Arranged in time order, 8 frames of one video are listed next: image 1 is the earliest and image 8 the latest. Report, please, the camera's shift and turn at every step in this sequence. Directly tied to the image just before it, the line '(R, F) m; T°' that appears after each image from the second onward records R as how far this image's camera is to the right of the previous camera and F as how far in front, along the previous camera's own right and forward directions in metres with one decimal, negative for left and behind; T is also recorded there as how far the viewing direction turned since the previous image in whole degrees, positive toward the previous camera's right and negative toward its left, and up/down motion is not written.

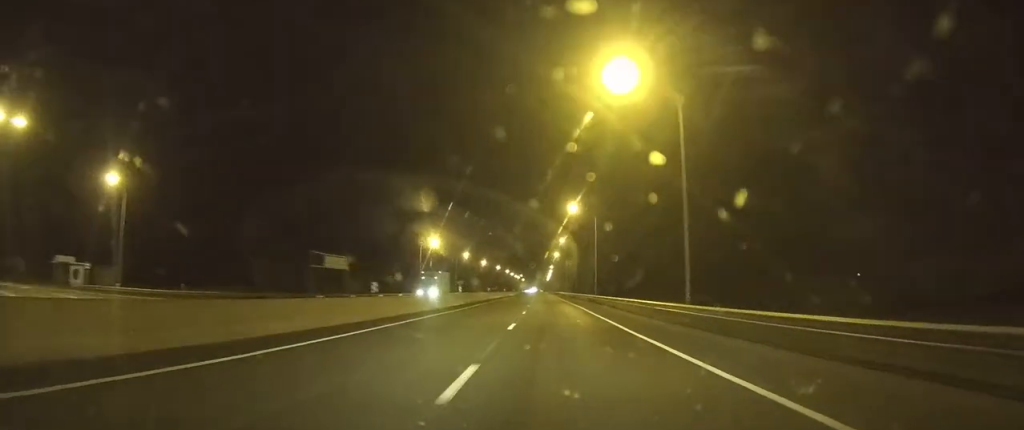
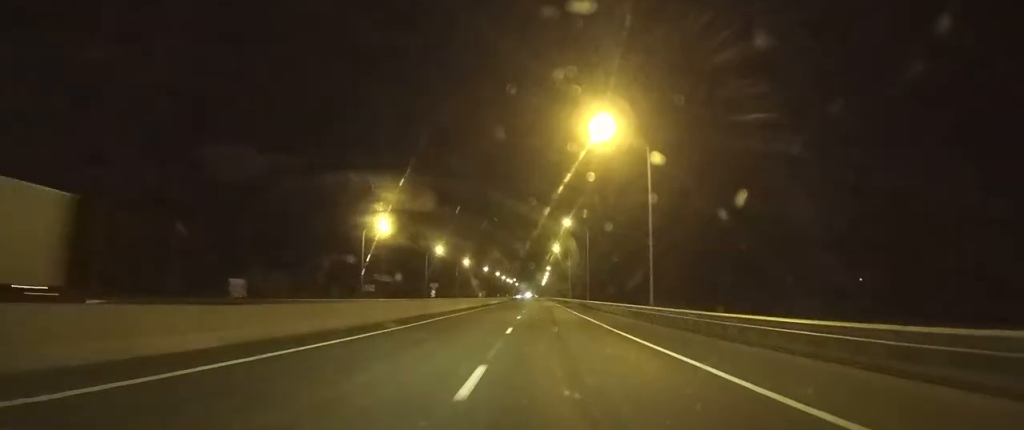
(-0.1, +34.7) m; 0°
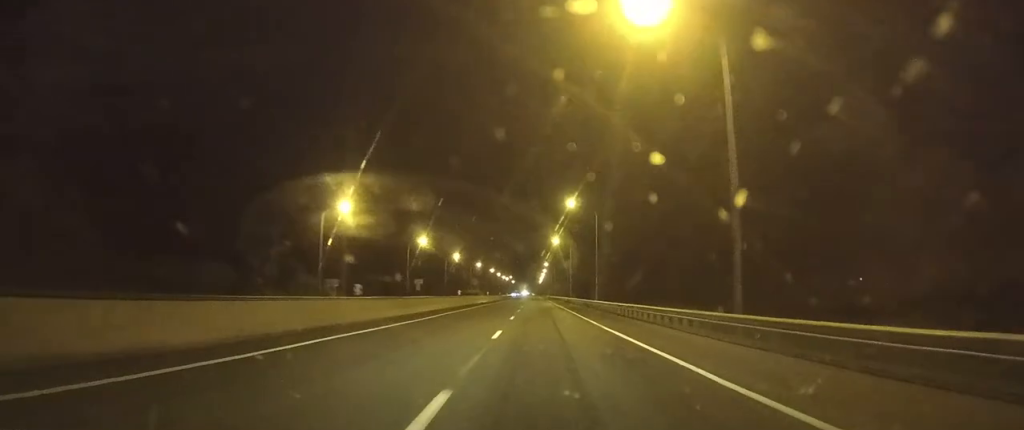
(-0.1, +14.4) m; 0°
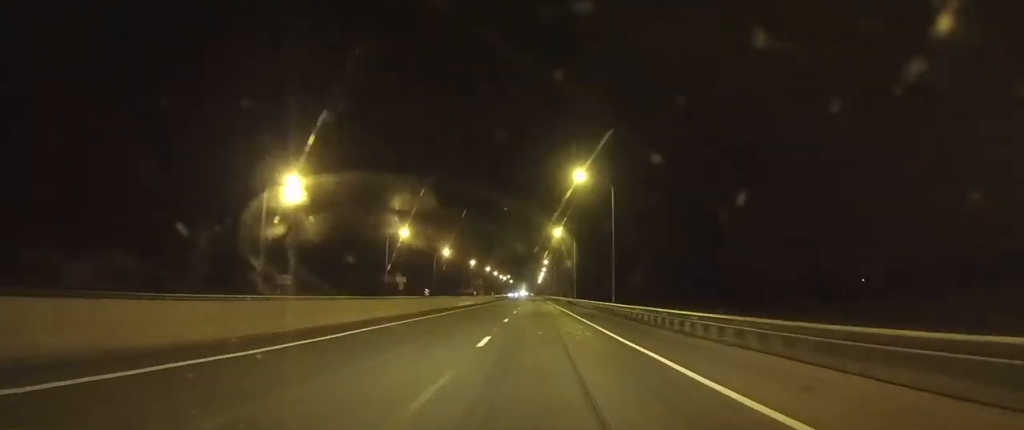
(+0.1, +14.1) m; 0°
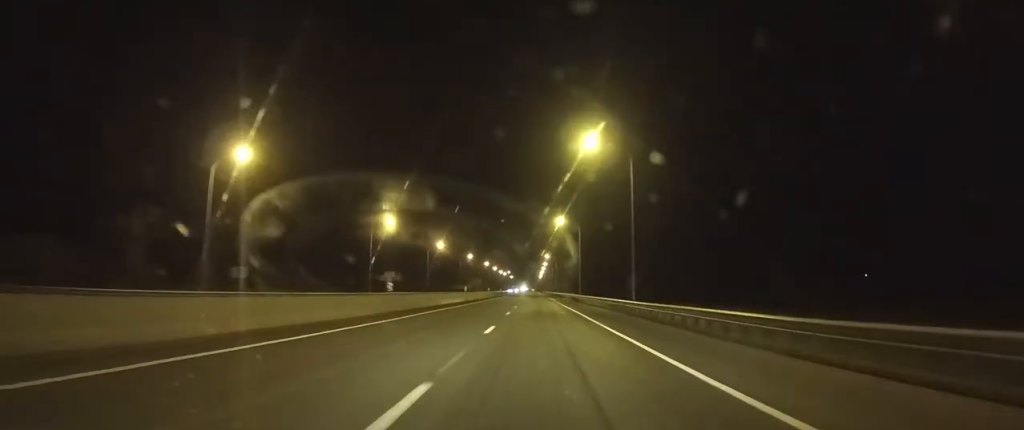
(0.0, +9.2) m; 0°
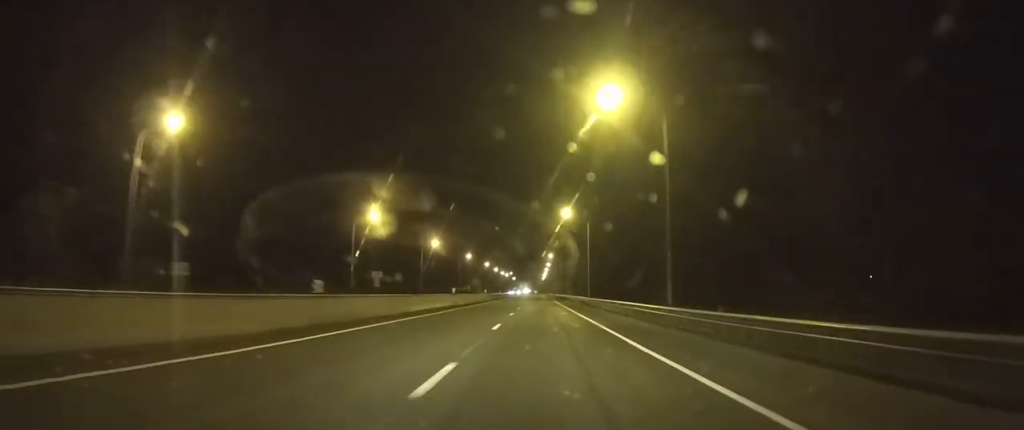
(0.0, +9.4) m; 0°
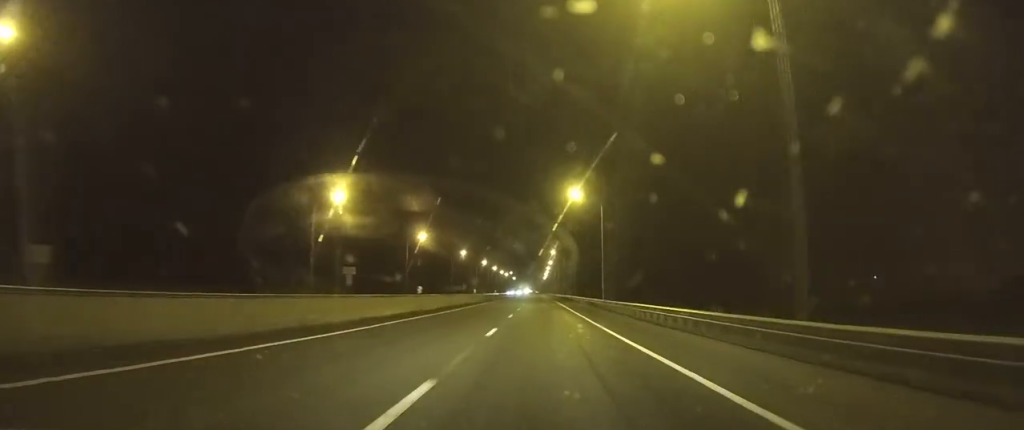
(0.0, +13.8) m; 0°
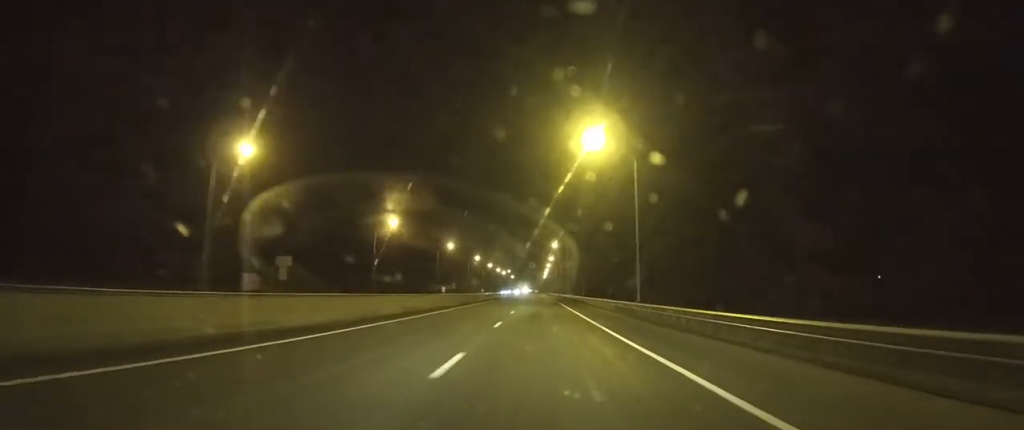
(-0.1, +19.9) m; 0°
